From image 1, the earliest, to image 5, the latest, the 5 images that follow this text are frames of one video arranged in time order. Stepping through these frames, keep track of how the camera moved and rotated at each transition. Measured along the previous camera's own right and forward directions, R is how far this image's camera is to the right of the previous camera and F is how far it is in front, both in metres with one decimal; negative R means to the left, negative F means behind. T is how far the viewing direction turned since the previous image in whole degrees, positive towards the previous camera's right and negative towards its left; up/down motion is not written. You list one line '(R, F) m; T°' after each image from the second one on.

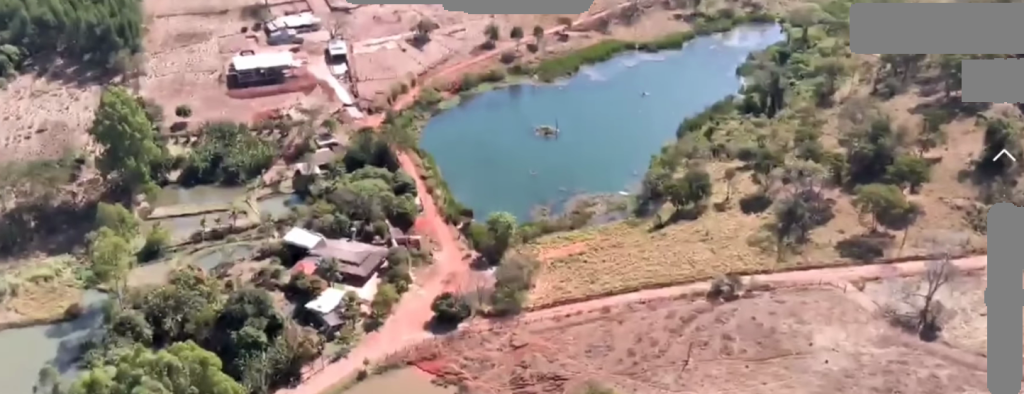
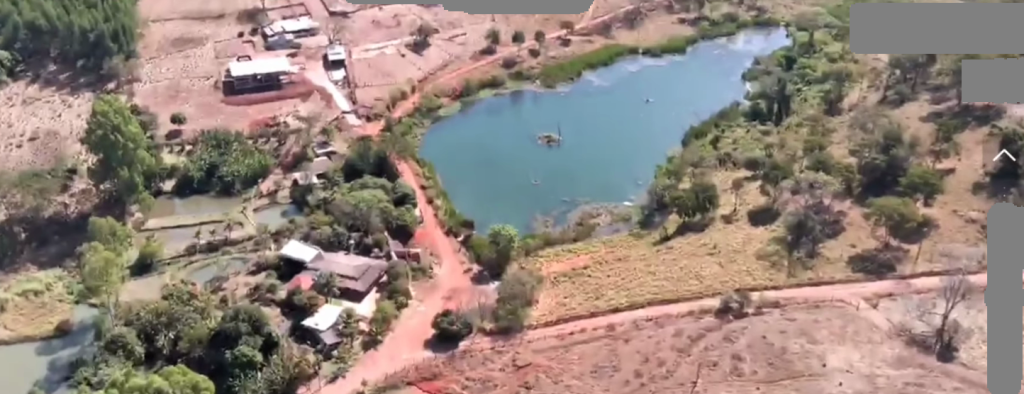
(0.0, +7.4) m; 0°
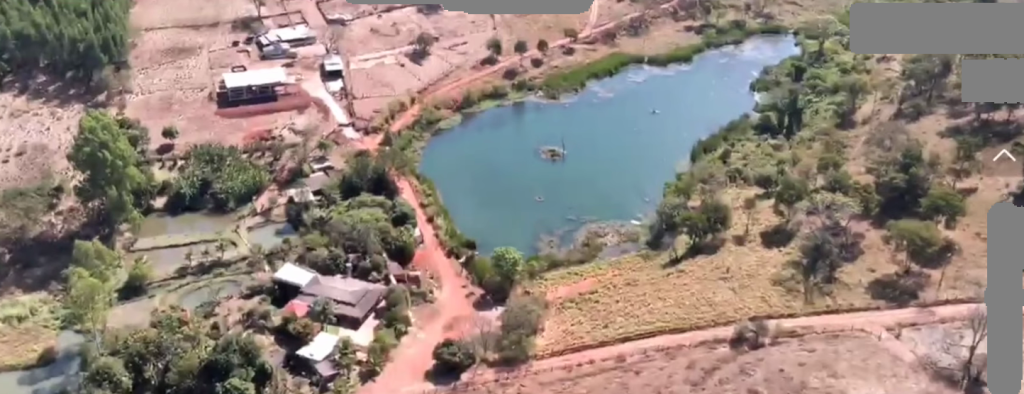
(0.0, +11.2) m; 0°
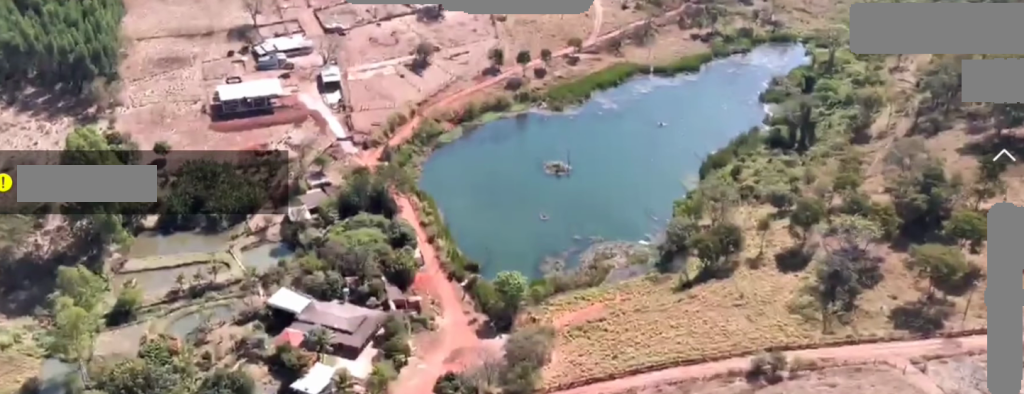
(0.0, +15.0) m; 0°
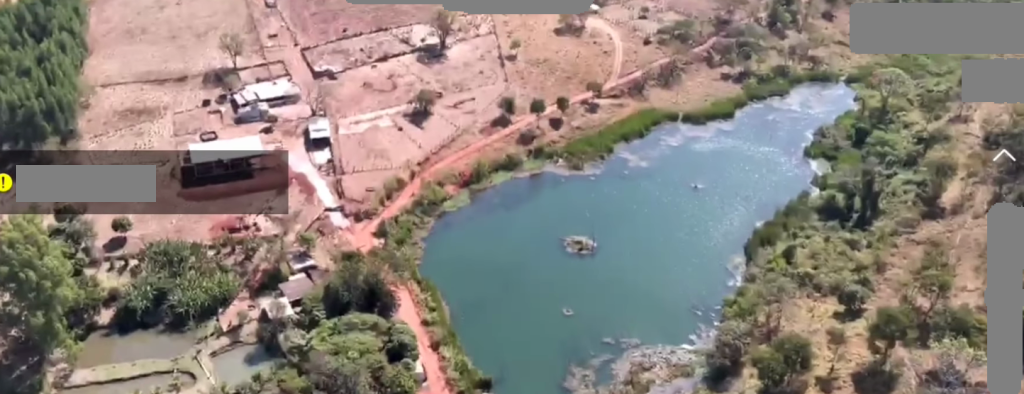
(+0.3, +44.3) m; +1°
